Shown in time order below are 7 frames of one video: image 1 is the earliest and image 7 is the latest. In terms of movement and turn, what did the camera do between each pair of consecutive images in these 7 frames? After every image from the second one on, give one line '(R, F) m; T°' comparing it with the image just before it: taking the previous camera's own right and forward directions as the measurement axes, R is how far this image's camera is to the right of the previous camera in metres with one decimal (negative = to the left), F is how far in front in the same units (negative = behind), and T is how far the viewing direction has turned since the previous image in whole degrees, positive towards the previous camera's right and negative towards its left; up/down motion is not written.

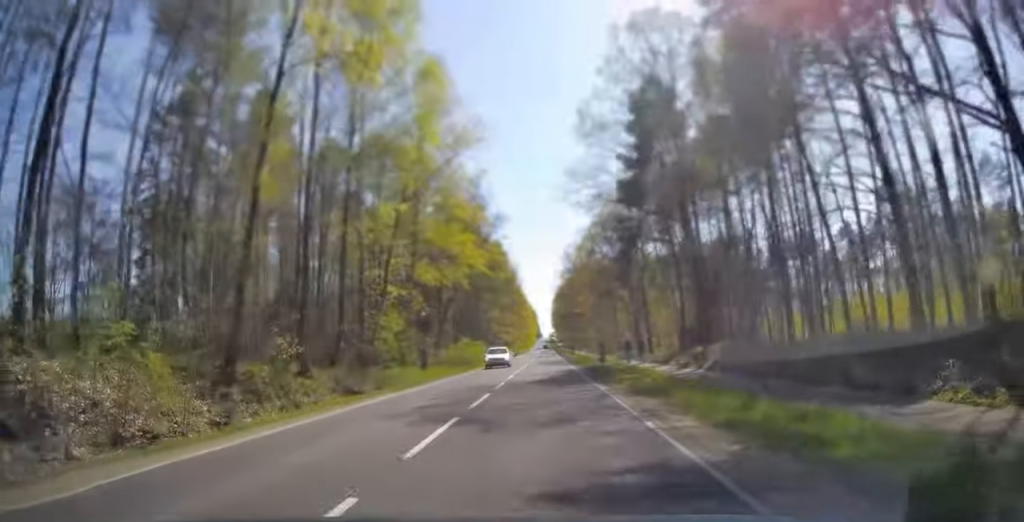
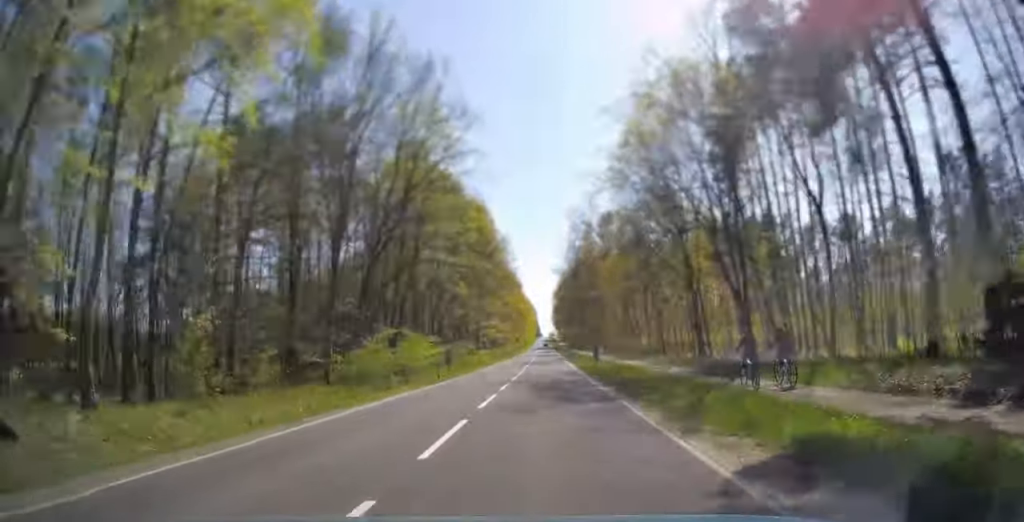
(-0.1, +30.8) m; 0°
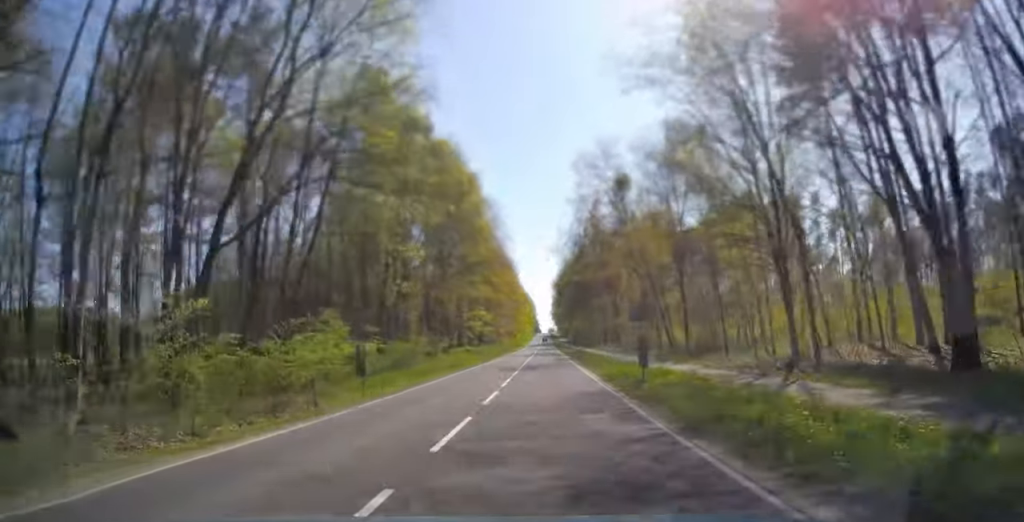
(0.0, +17.9) m; 0°
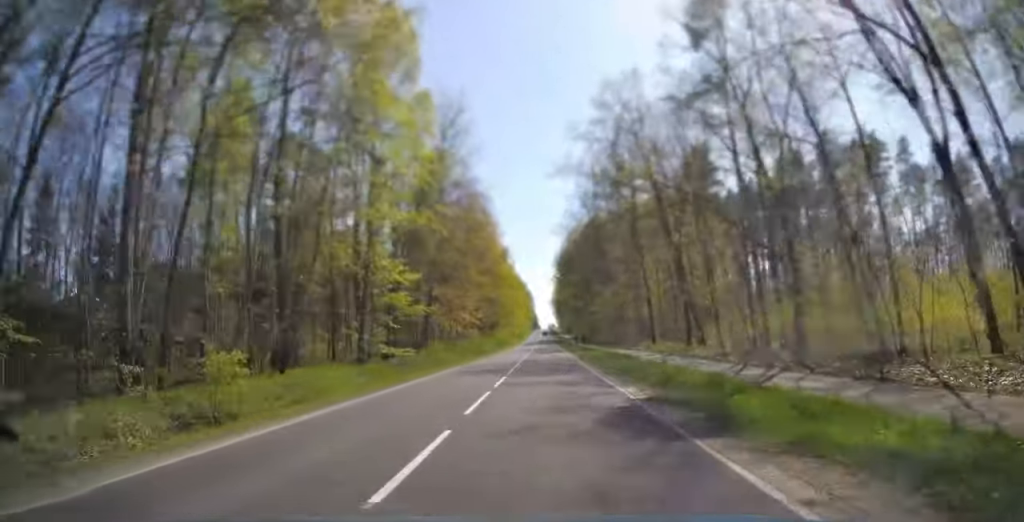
(0.0, +39.1) m; 0°
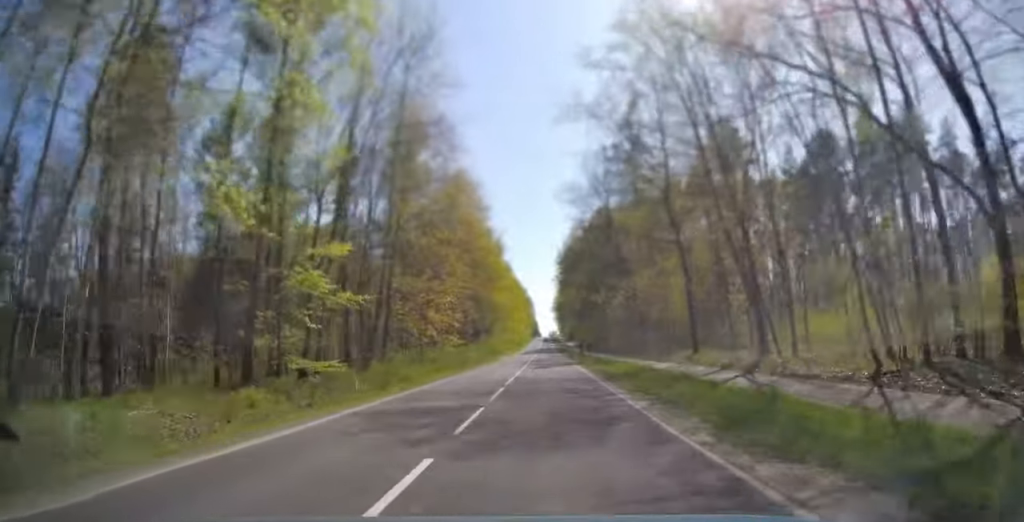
(0.0, +13.7) m; 0°
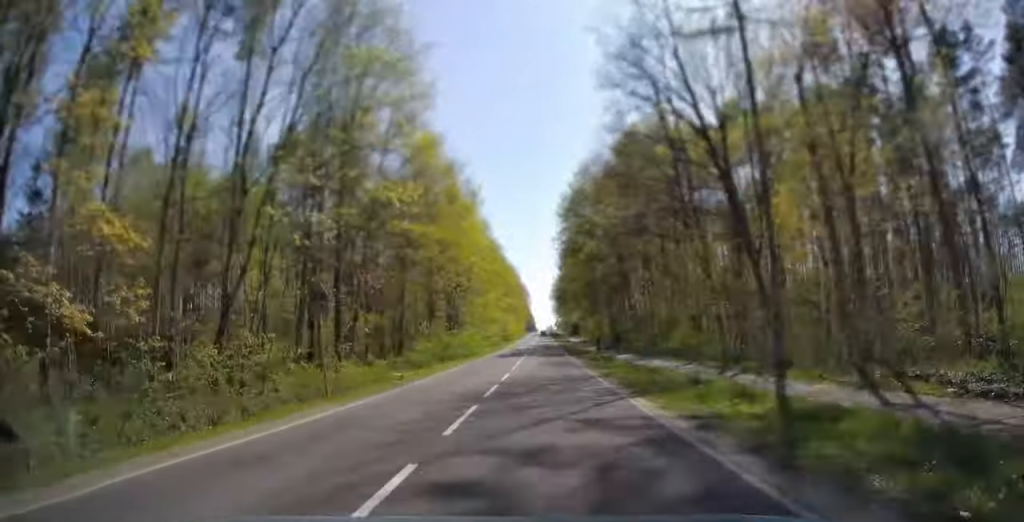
(0.0, +37.0) m; 0°
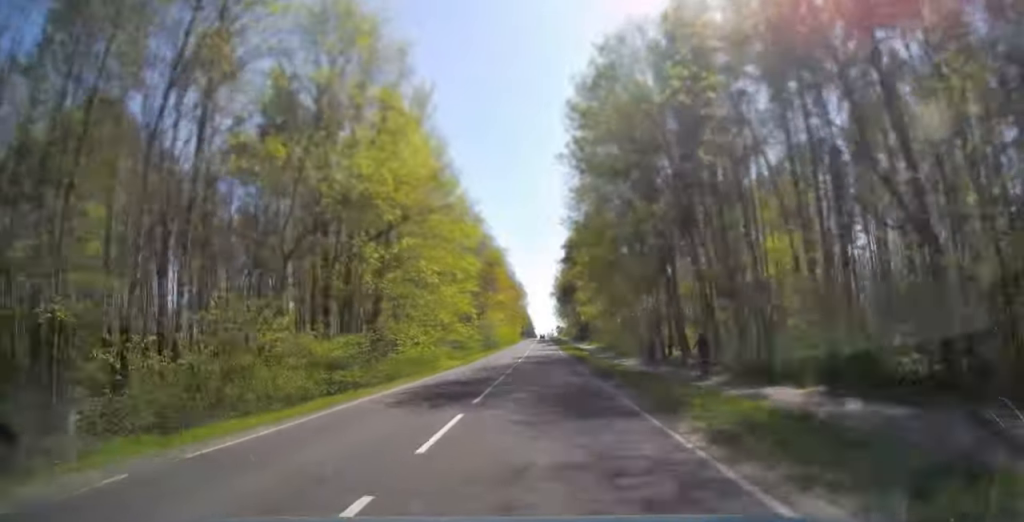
(+0.1, +31.6) m; 0°
